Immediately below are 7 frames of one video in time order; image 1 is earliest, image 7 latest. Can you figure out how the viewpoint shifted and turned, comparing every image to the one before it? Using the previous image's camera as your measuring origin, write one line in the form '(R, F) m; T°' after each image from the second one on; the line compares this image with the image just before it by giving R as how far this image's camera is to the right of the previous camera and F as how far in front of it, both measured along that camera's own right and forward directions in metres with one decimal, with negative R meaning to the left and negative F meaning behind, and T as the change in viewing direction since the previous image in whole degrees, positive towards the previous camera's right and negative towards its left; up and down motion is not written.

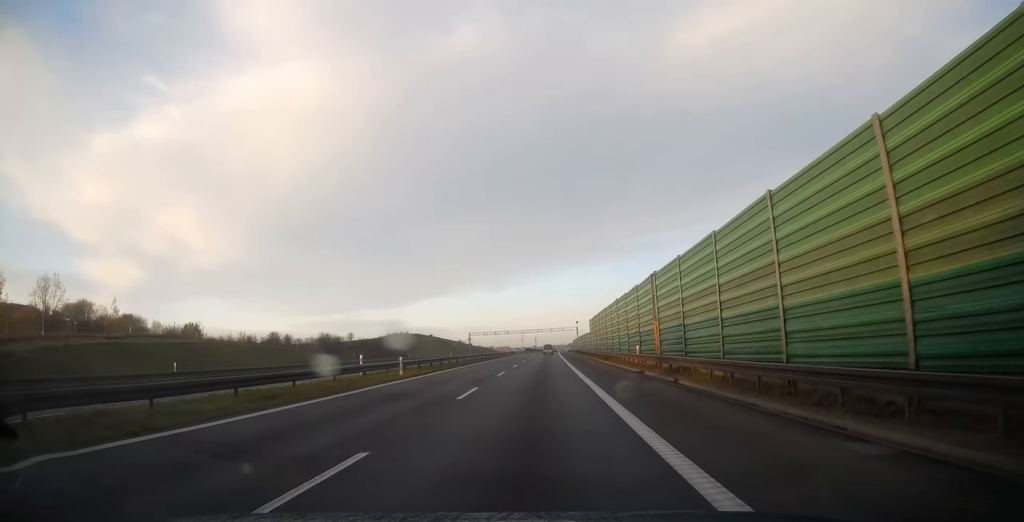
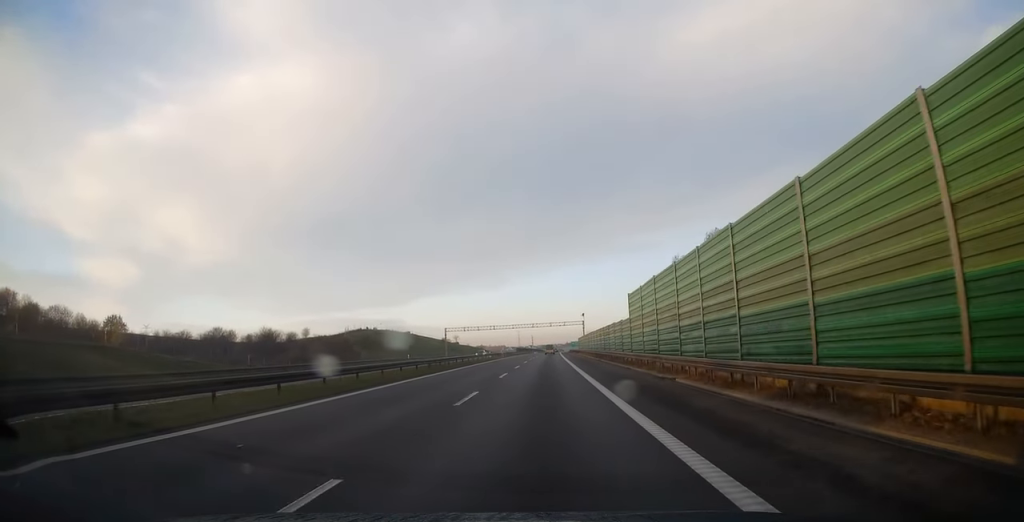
(-0.1, +37.2) m; 0°
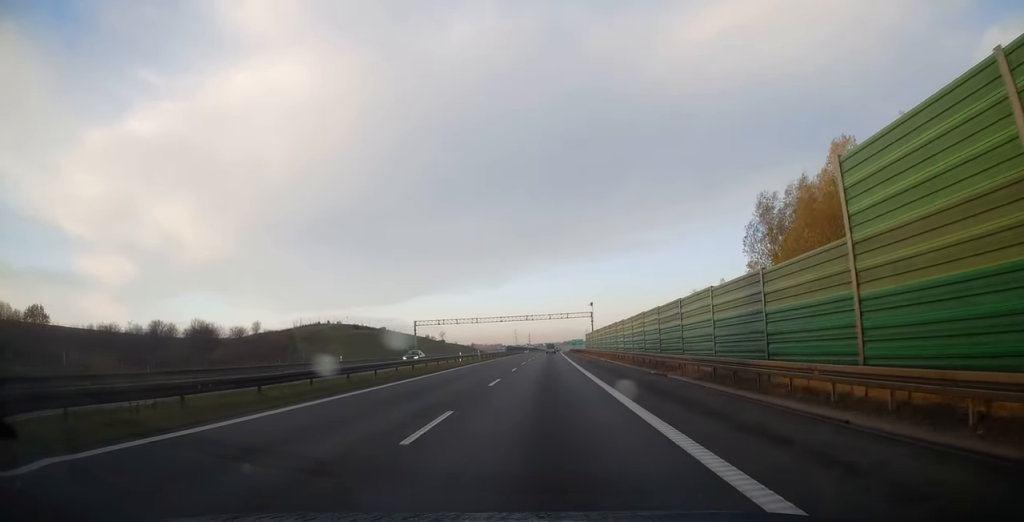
(+0.1, +29.6) m; 0°
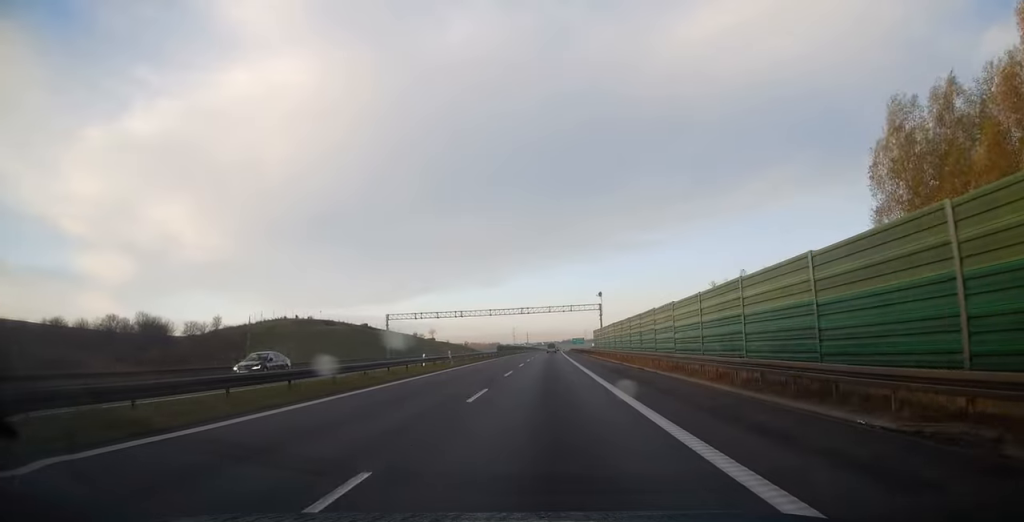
(-0.1, +18.0) m; 0°
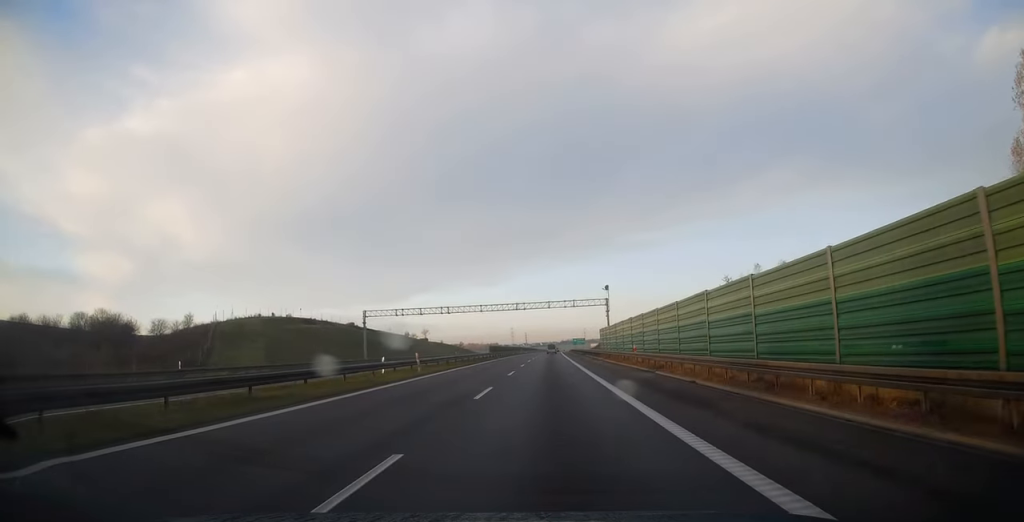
(+0.1, +10.8) m; 0°
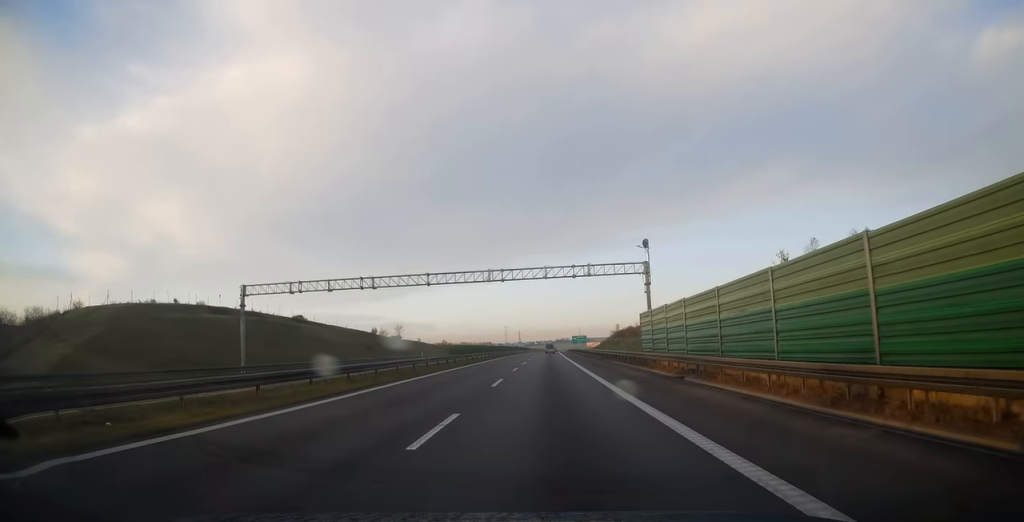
(-0.1, +31.7) m; 0°
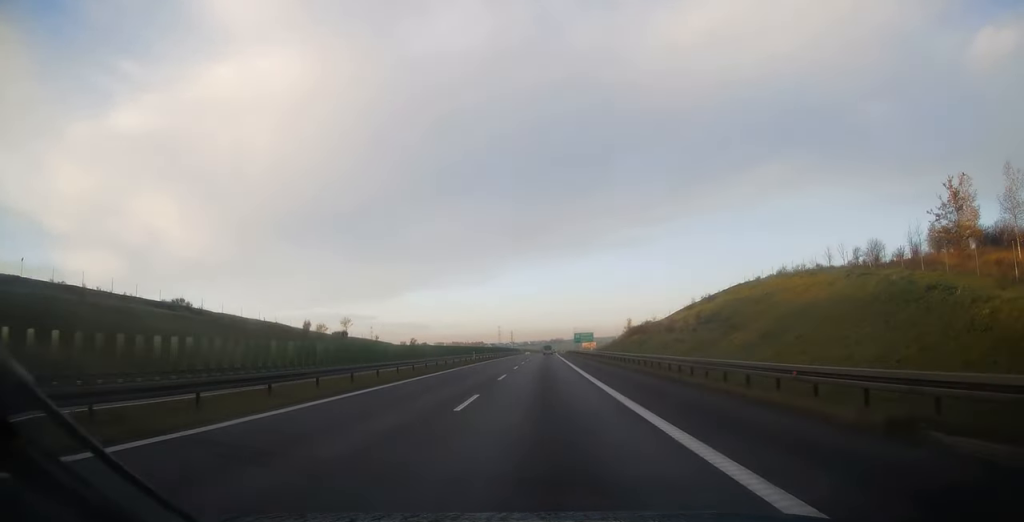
(+0.5, +43.1) m; +1°
